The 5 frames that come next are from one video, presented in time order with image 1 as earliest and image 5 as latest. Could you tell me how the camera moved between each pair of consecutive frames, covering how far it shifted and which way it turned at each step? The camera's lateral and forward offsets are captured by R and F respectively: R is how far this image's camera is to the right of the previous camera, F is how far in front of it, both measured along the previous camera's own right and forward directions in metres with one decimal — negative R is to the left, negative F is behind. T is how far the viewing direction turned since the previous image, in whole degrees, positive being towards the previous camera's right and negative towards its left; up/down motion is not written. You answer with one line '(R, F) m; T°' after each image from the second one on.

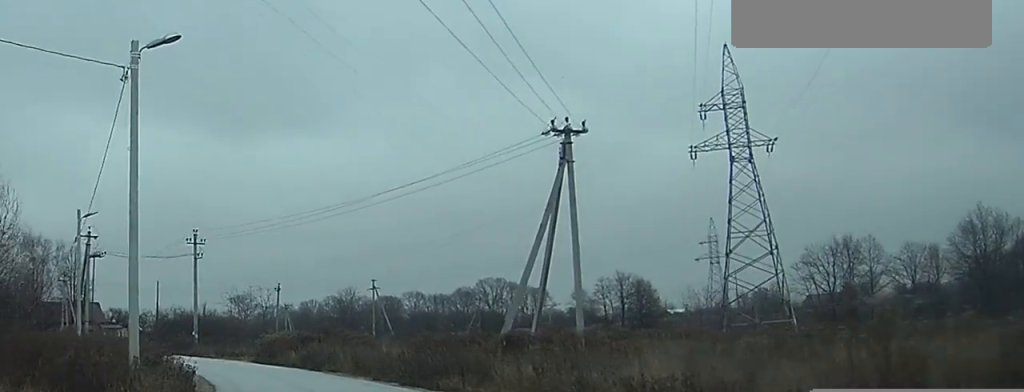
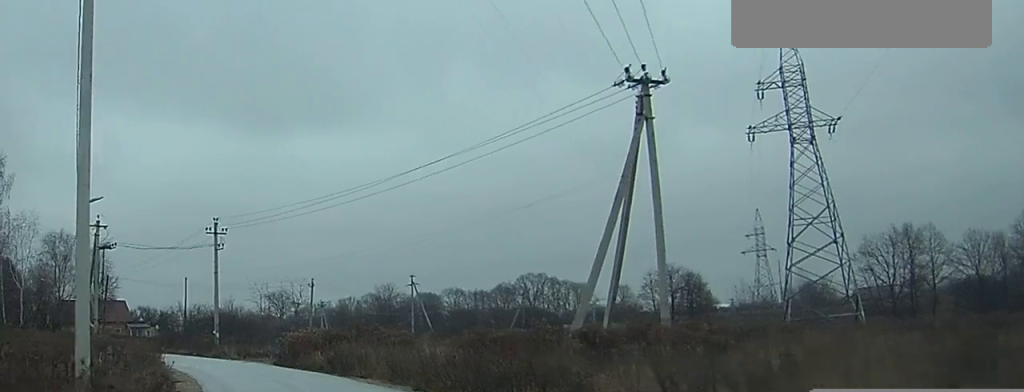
(-0.5, +5.8) m; -4°
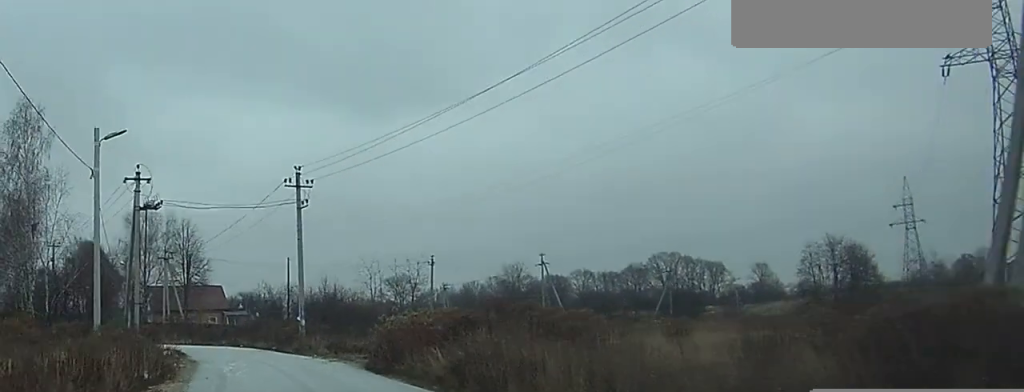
(-0.7, +14.5) m; -5°
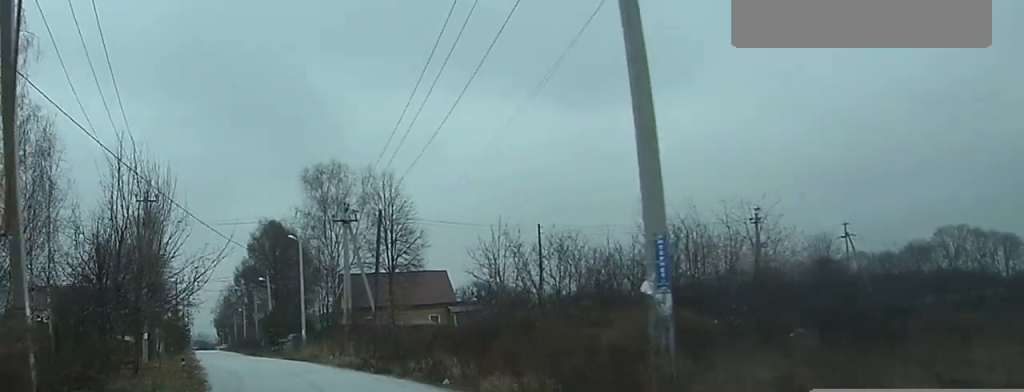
(-4.9, +31.8) m; -18°
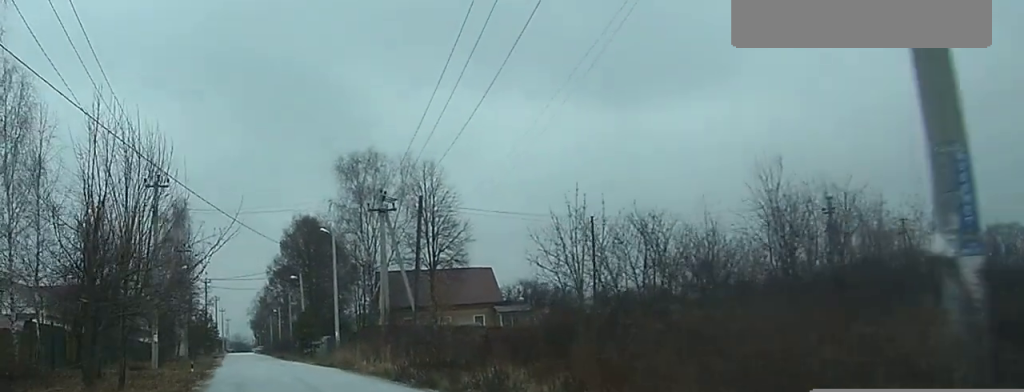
(-0.3, +5.5) m; -2°
